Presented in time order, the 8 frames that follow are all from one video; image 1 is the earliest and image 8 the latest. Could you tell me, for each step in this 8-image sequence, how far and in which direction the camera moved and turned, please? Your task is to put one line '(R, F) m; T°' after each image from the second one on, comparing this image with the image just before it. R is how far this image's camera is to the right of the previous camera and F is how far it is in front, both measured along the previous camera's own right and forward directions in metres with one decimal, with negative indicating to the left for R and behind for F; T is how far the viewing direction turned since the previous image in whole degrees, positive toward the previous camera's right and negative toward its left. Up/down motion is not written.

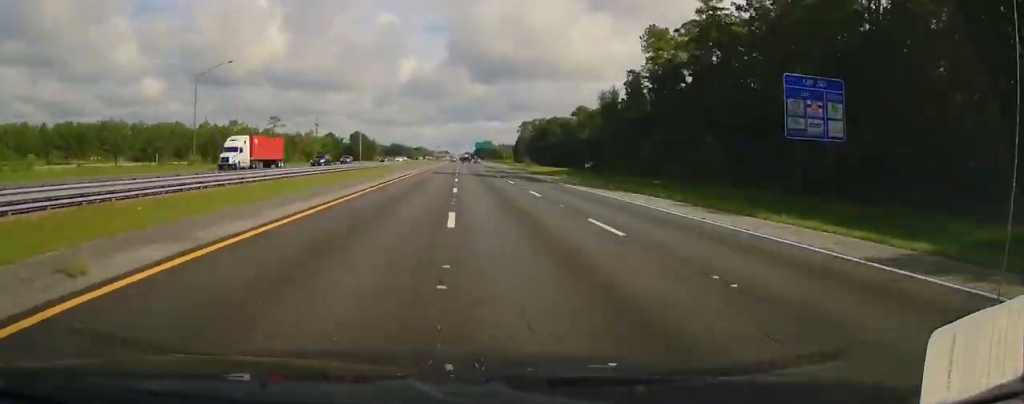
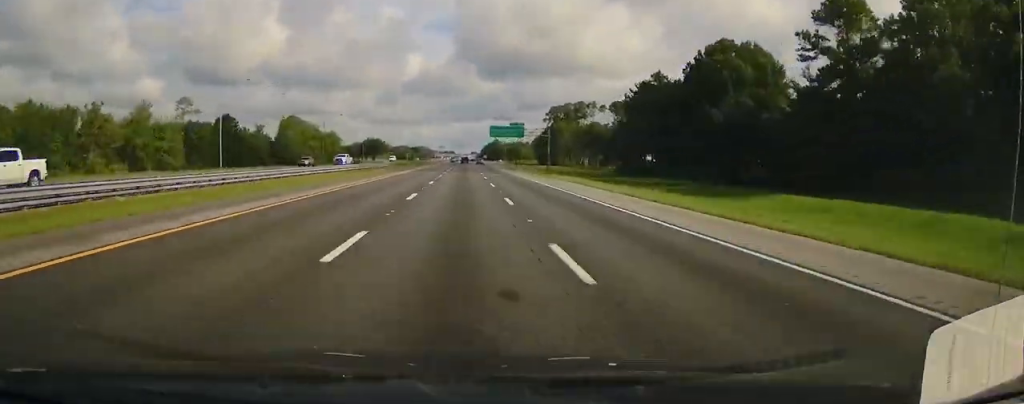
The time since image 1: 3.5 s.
(-0.1, +88.8) m; -1°
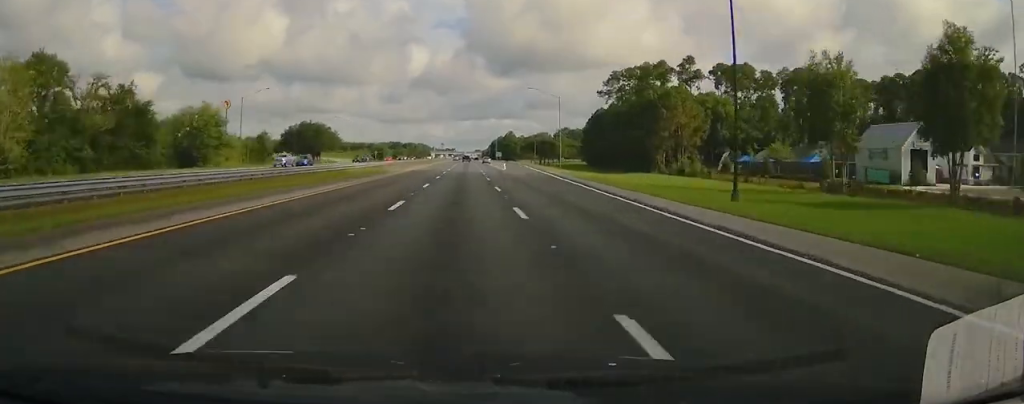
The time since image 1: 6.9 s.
(-1.2, +148.7) m; 0°
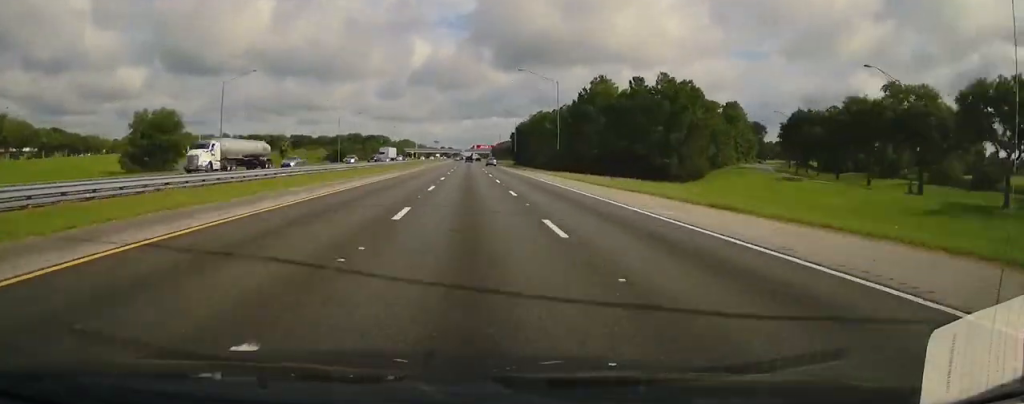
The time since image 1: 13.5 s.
(+0.9, +317.7) m; 0°
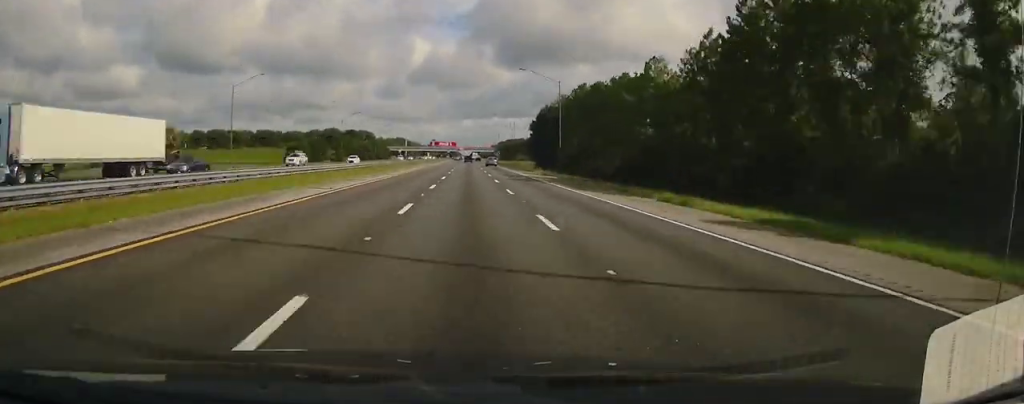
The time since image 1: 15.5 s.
(0.0, +77.5) m; 0°
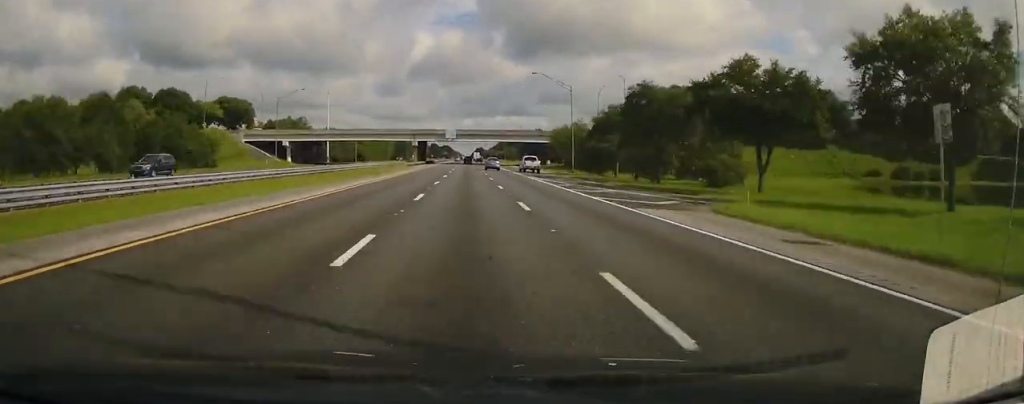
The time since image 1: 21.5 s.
(+0.3, +214.8) m; 0°
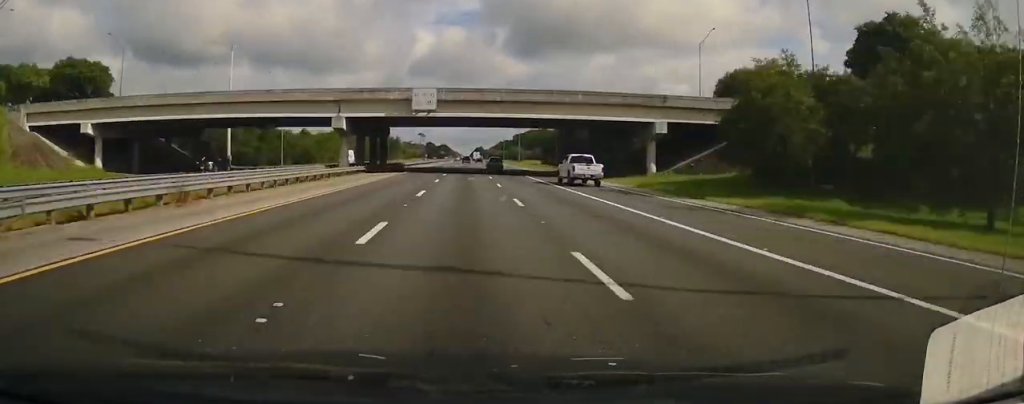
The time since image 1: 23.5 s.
(+0.2, +70.0) m; 0°
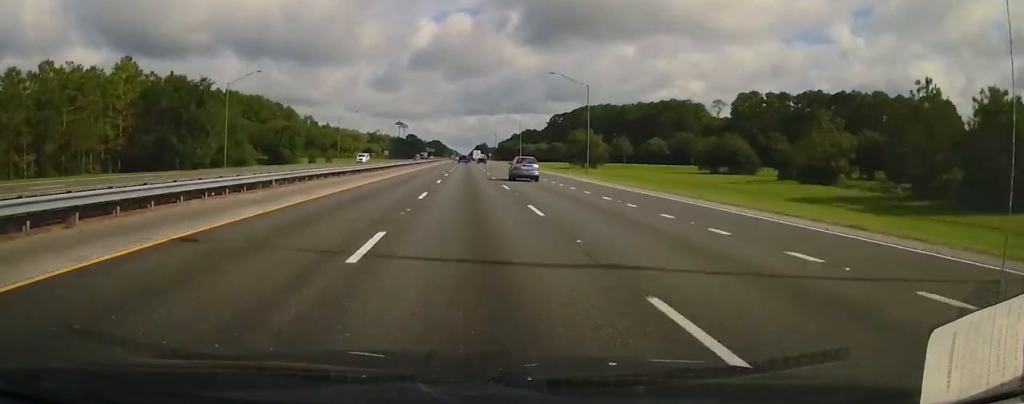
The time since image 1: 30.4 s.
(-0.7, +240.9) m; 0°
